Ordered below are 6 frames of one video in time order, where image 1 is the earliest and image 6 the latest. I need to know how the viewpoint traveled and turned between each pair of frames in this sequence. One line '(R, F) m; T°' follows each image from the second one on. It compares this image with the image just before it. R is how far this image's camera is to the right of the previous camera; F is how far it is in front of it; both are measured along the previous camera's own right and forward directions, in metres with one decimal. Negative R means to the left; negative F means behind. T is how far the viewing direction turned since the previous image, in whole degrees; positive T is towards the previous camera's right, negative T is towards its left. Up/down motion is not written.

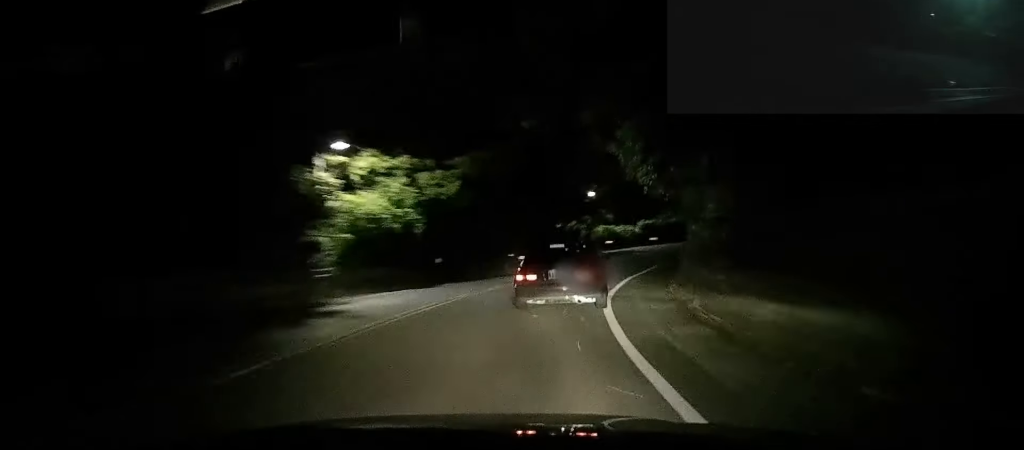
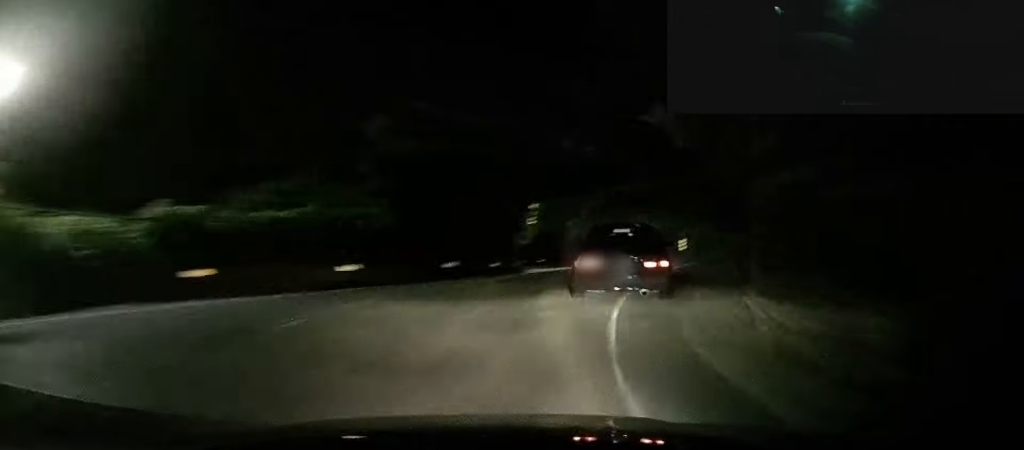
(-2.8, +41.6) m; +10°
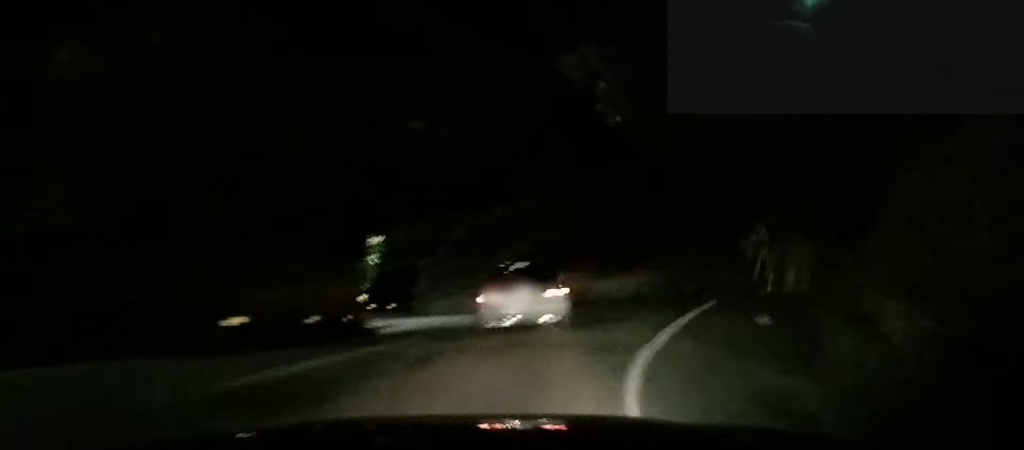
(+0.1, +9.2) m; +8°
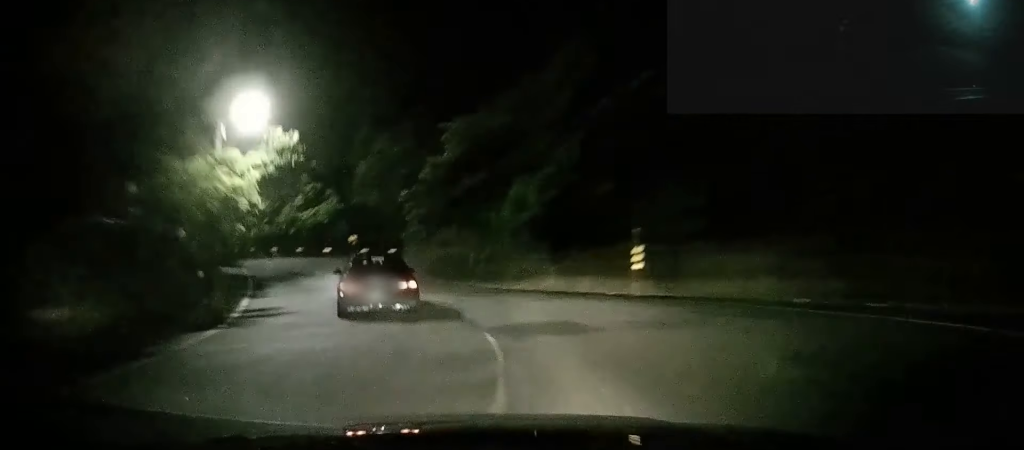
(+3.2, +17.2) m; +8°
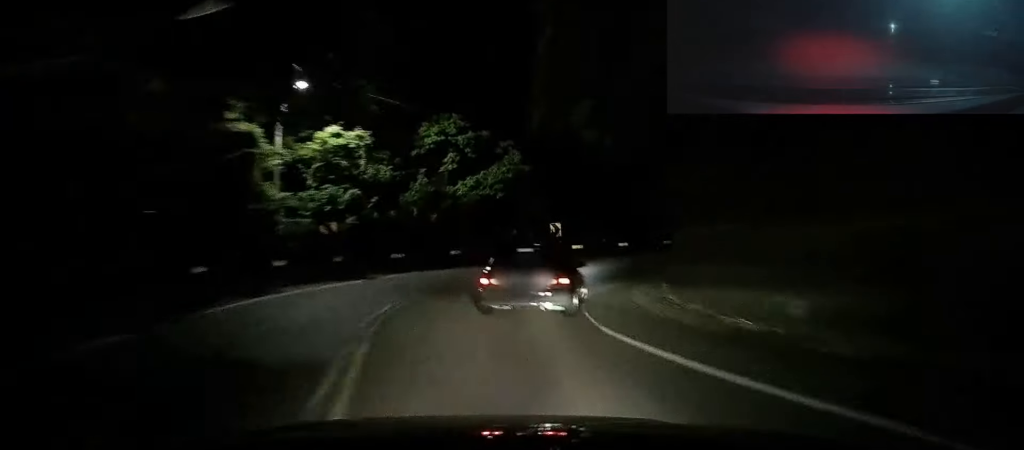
(-1.3, +24.4) m; -3°
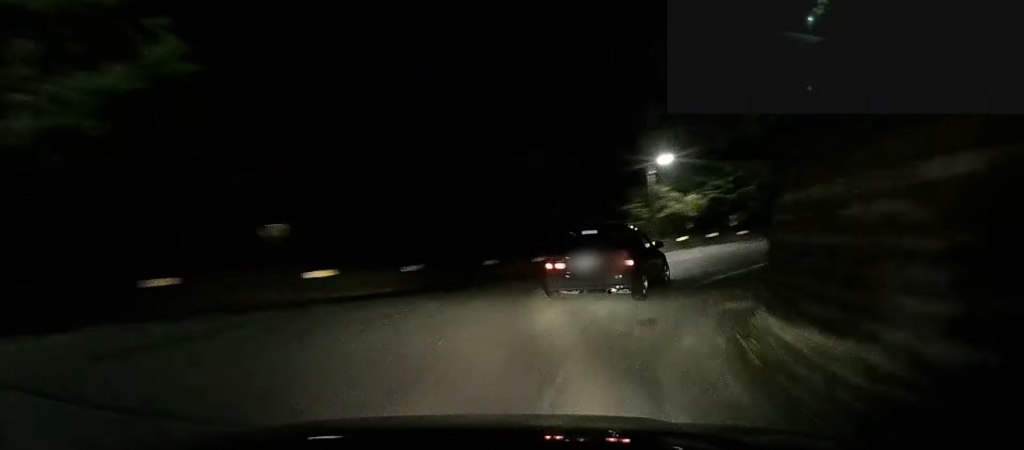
(0.0, +19.5) m; +8°
